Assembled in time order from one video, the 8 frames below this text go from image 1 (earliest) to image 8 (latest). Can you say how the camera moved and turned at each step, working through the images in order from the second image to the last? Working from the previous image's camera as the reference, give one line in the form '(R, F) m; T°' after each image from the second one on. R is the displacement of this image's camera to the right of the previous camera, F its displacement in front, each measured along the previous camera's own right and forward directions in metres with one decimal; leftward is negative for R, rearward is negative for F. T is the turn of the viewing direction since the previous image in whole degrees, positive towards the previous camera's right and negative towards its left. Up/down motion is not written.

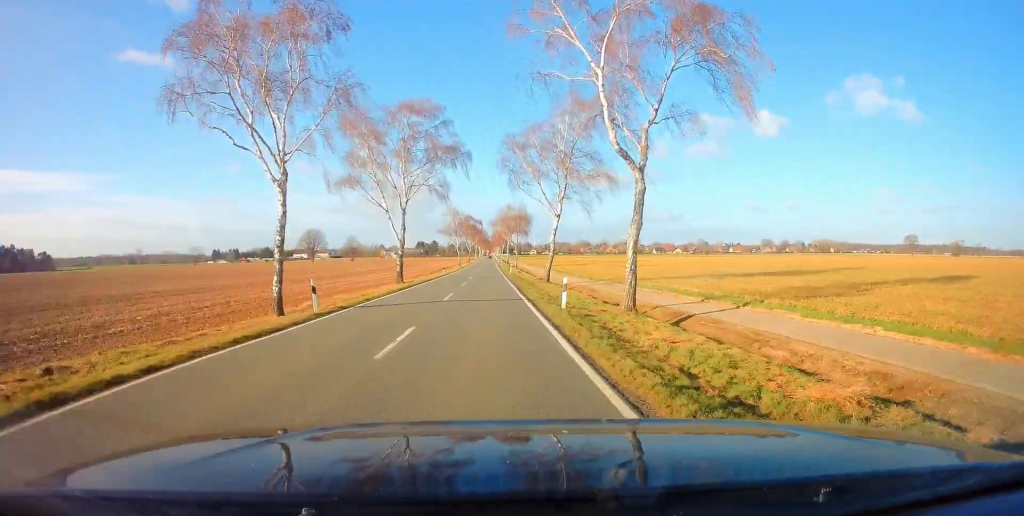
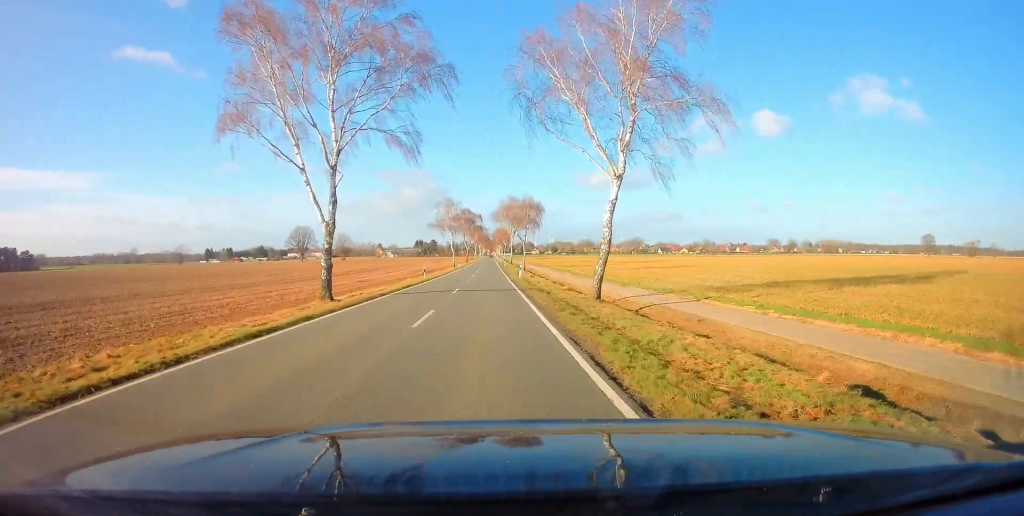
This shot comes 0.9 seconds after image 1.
(+0.3, +19.9) m; +1°
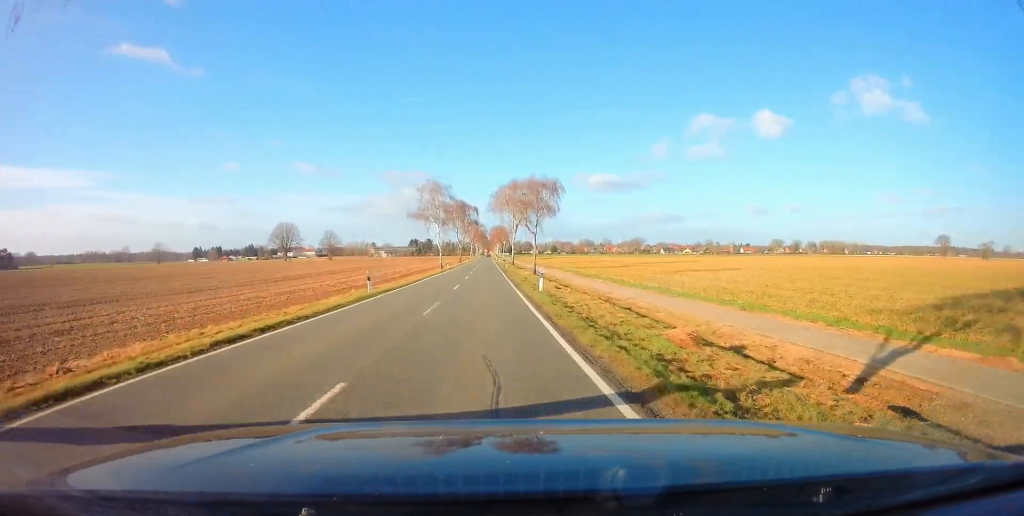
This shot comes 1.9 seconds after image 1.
(-0.1, +21.1) m; +1°
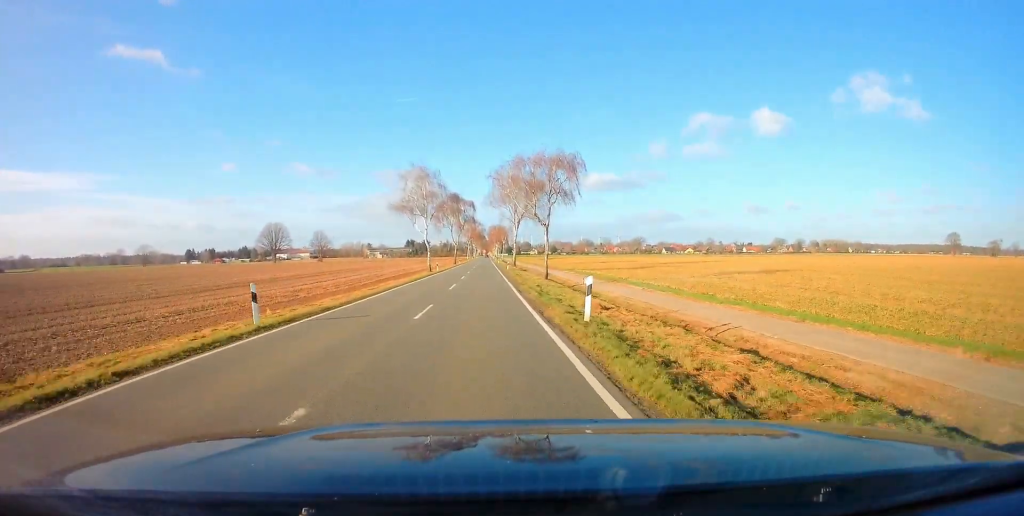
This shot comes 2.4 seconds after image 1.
(+0.4, +13.0) m; 0°
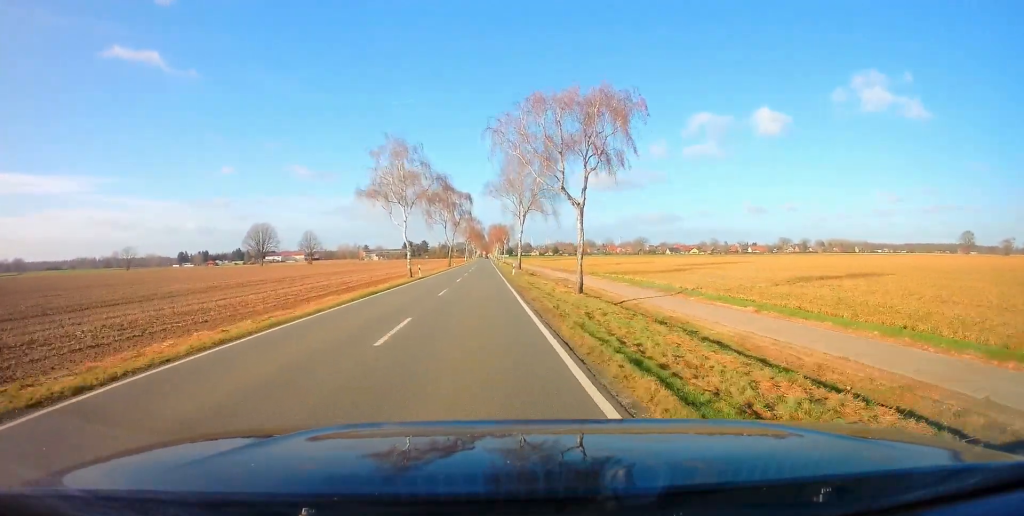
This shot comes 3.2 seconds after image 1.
(-0.2, +15.8) m; -1°
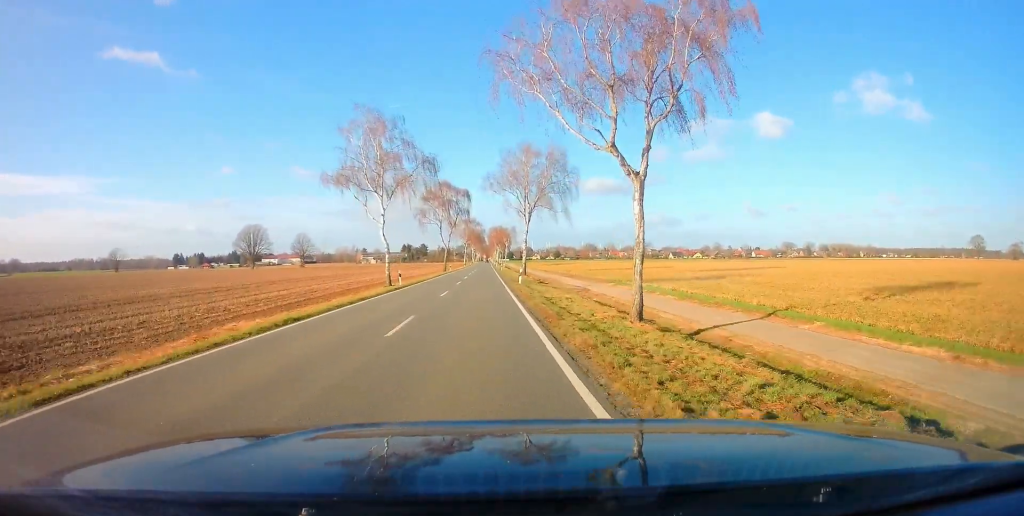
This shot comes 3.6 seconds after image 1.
(-0.2, +10.2) m; 0°
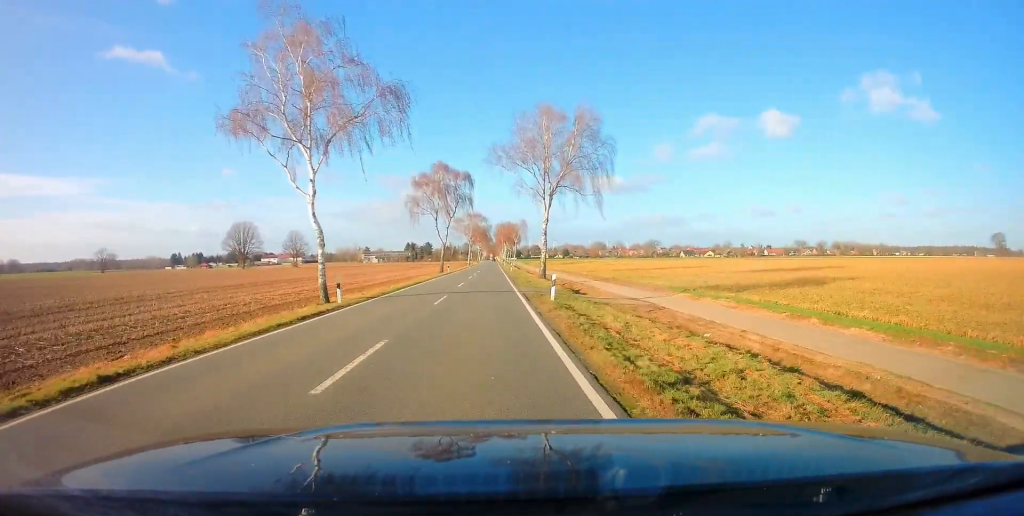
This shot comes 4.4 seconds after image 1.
(+0.2, +16.4) m; 0°
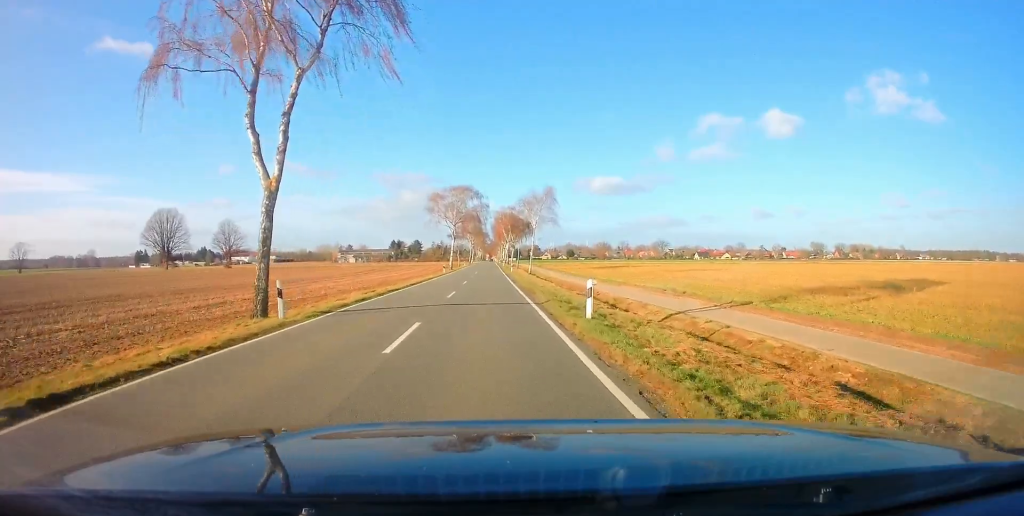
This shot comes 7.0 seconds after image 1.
(-0.5, +56.2) m; 0°
